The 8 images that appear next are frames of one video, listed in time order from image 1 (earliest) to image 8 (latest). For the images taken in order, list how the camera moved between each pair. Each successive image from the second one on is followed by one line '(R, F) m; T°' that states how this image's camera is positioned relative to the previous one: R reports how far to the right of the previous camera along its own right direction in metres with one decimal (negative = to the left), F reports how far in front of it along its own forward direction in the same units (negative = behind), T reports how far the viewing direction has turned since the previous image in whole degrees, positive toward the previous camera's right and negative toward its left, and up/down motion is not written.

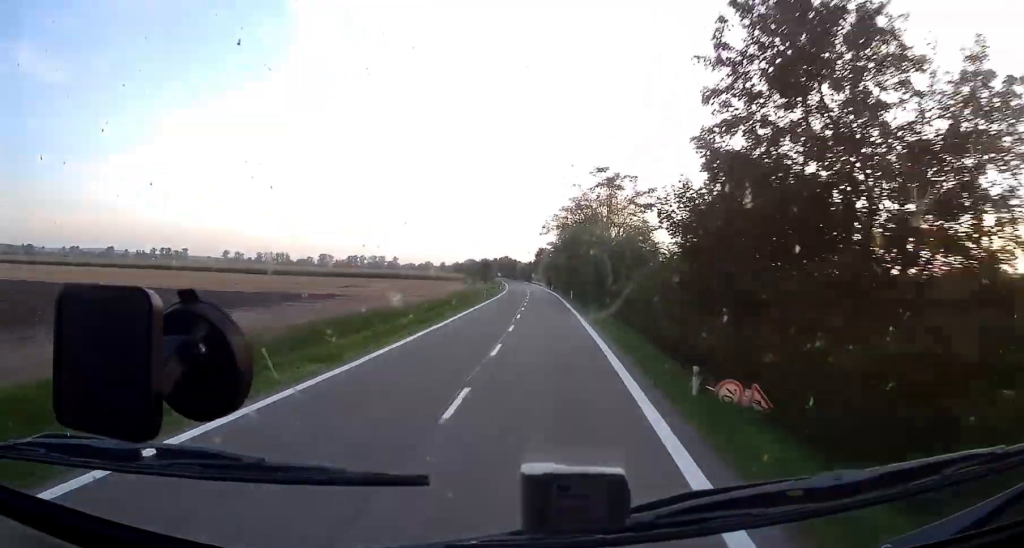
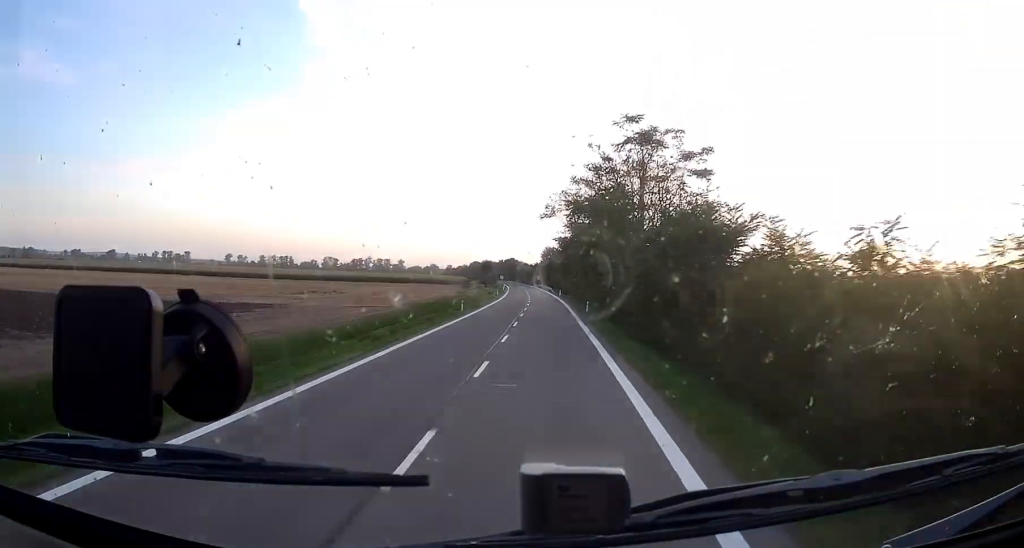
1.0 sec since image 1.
(-0.1, +21.8) m; -1°
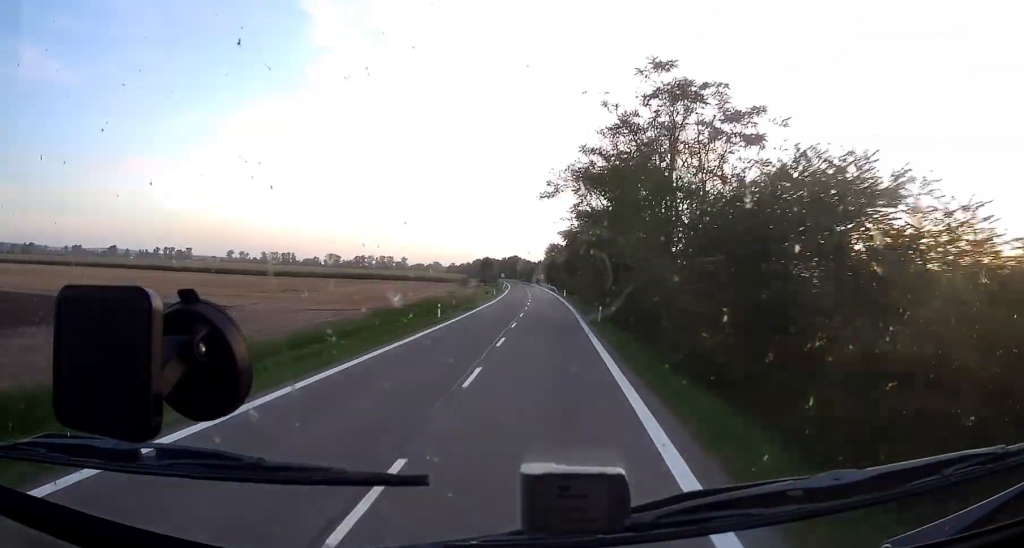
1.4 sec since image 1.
(-0.2, +11.0) m; 0°
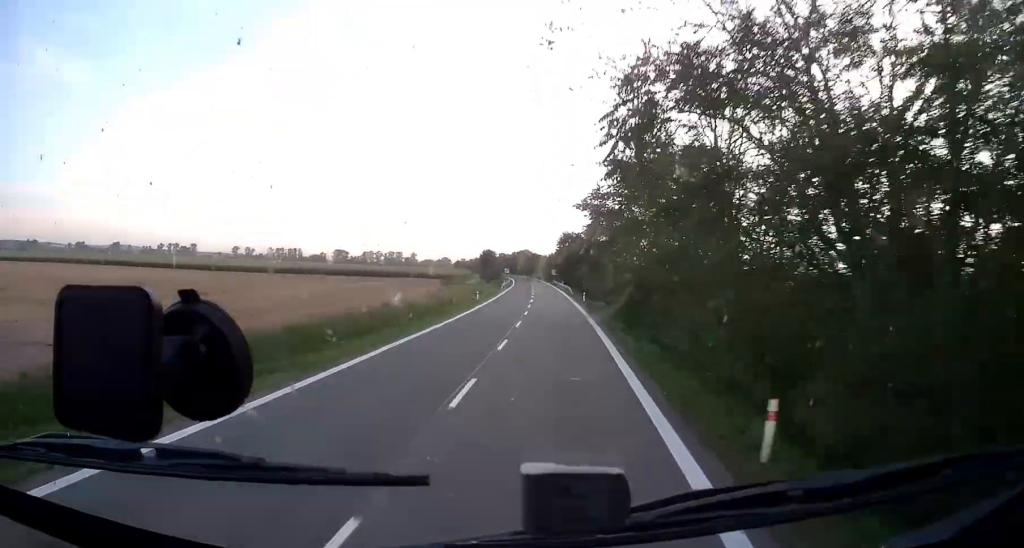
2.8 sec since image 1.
(+0.3, +30.1) m; 0°
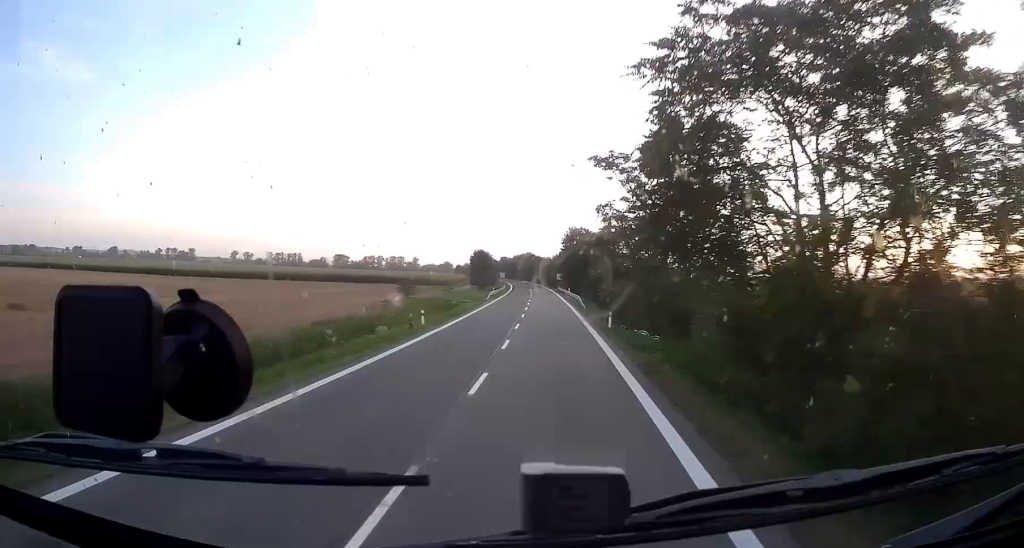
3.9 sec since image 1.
(-0.5, +25.4) m; -2°
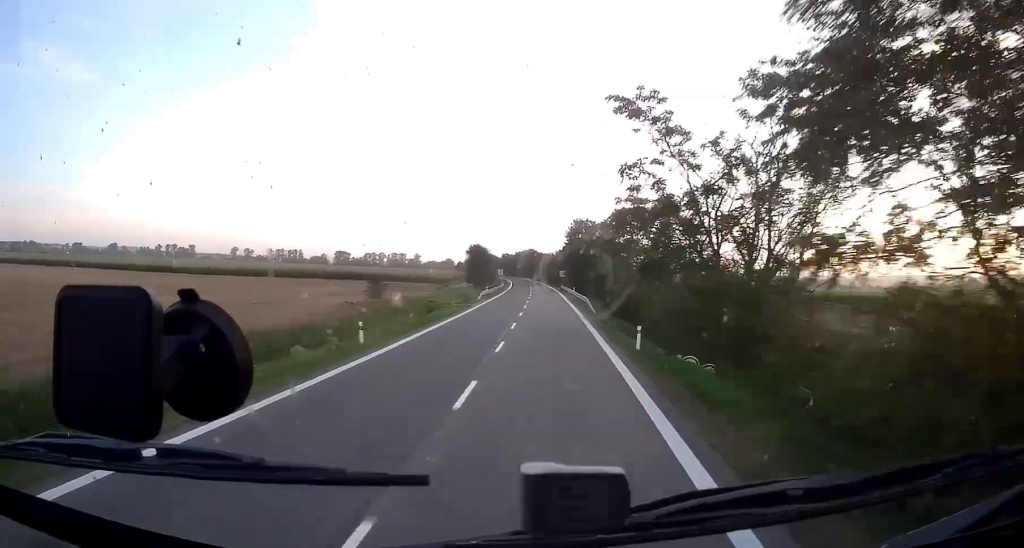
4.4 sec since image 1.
(0.0, +10.8) m; 0°
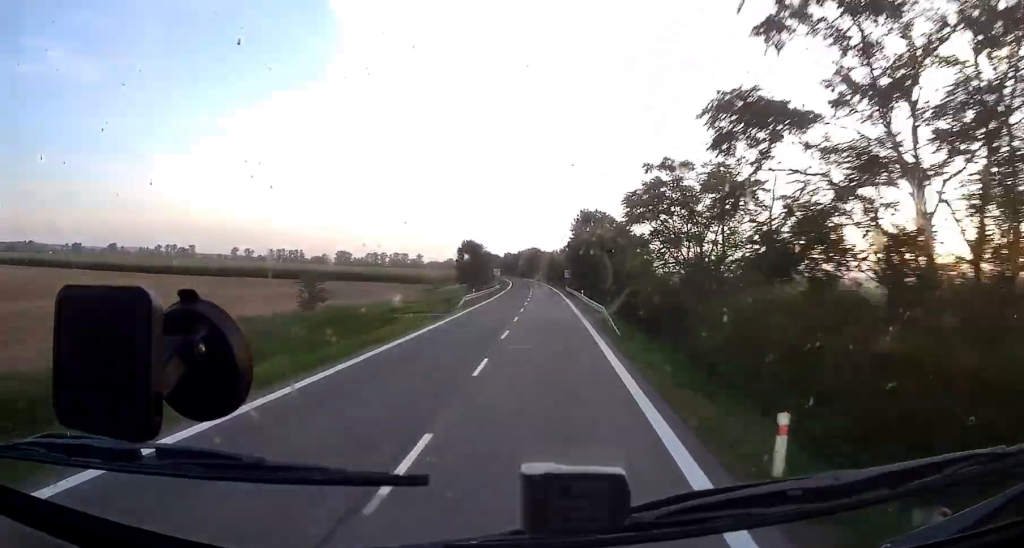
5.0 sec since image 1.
(0.0, +14.4) m; 0°
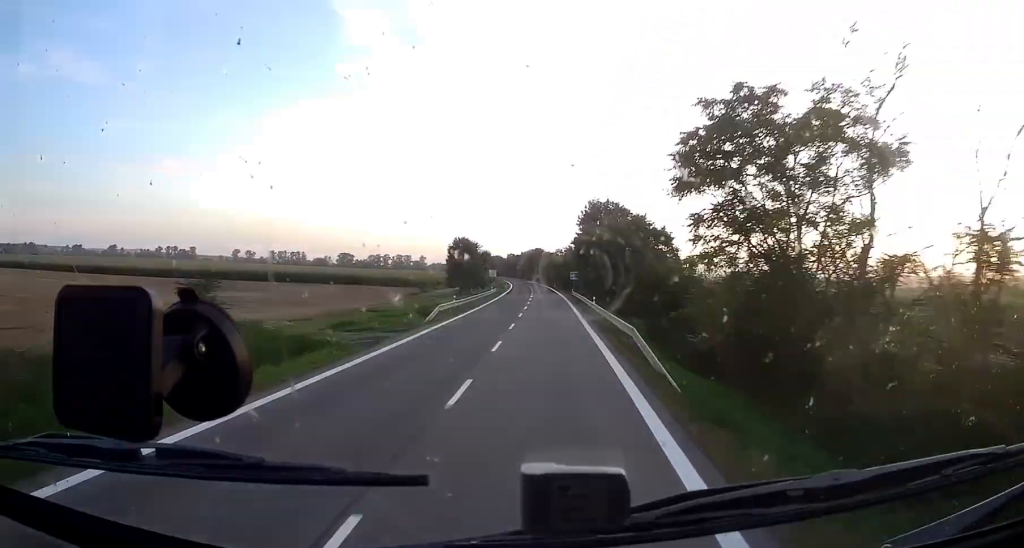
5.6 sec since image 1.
(-0.1, +12.5) m; 0°
